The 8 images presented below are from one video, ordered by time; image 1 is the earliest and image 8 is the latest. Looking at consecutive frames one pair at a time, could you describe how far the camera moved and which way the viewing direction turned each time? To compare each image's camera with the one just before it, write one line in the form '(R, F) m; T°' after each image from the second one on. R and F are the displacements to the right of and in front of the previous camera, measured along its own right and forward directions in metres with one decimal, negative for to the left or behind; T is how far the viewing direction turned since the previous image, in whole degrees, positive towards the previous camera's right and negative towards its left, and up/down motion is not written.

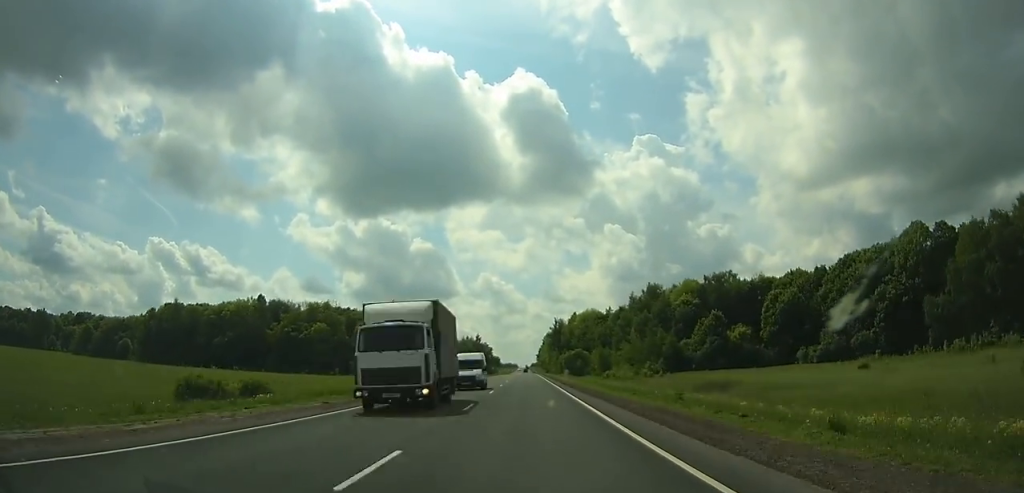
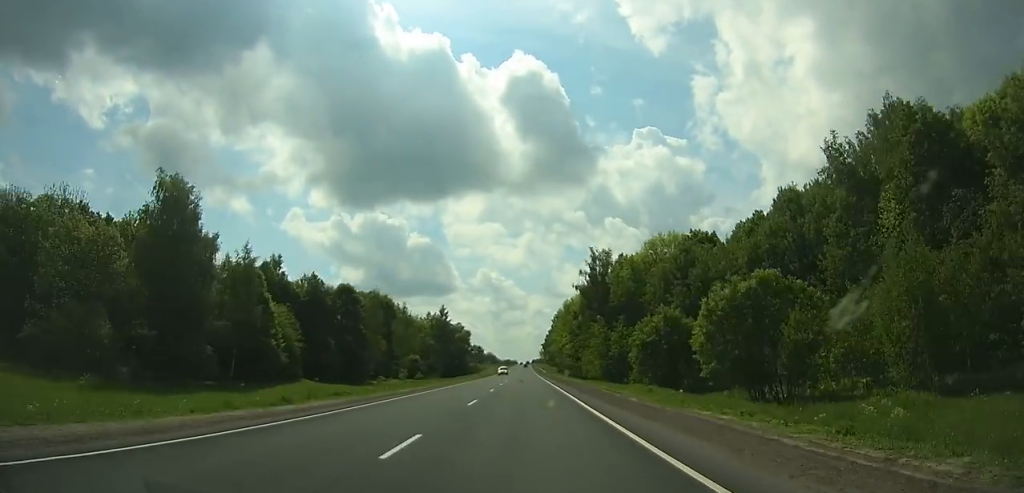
(+0.1, +107.9) m; 0°
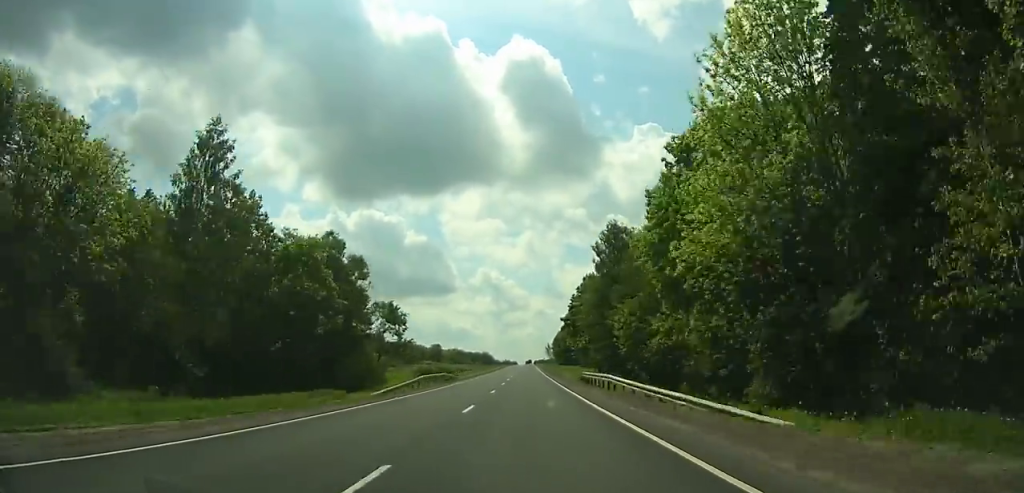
(-0.3, +112.4) m; 0°
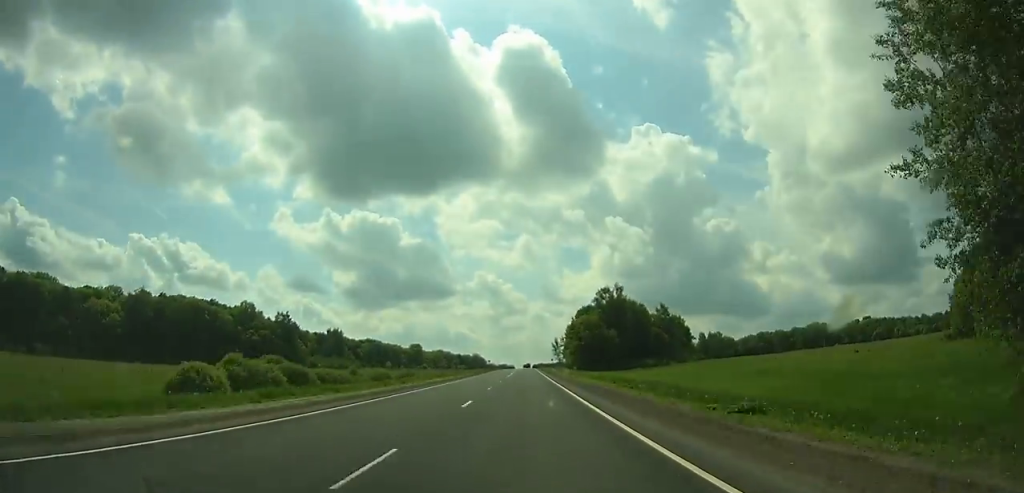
(+0.3, +100.9) m; 0°
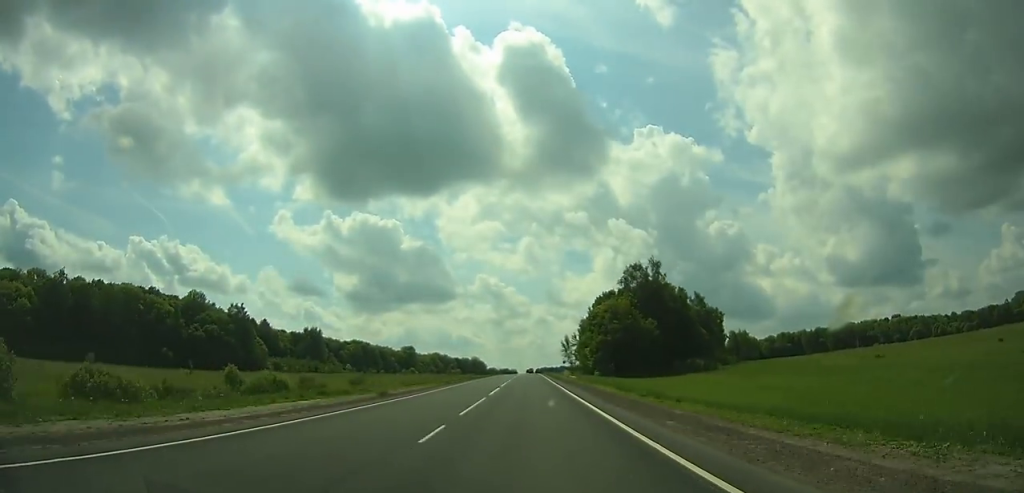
(-0.1, +43.3) m; 0°
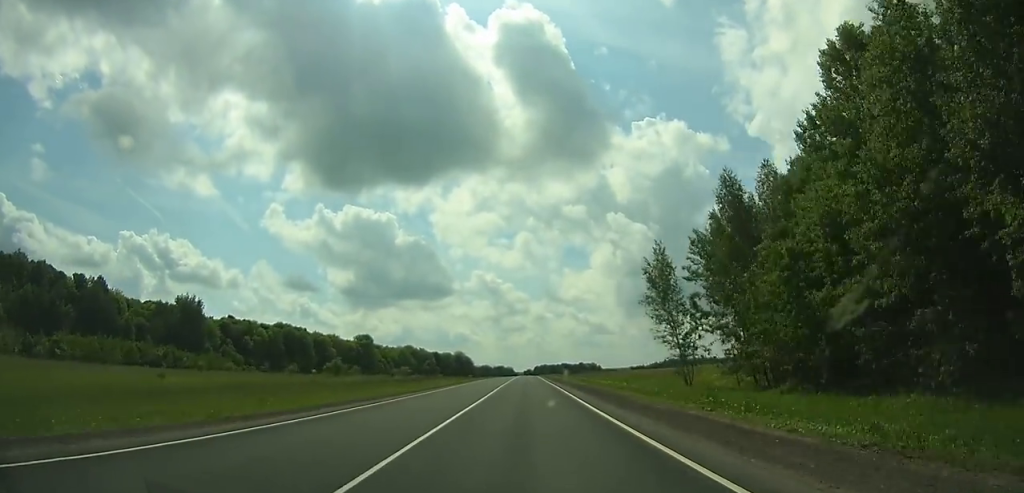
(-0.4, +124.9) m; 0°
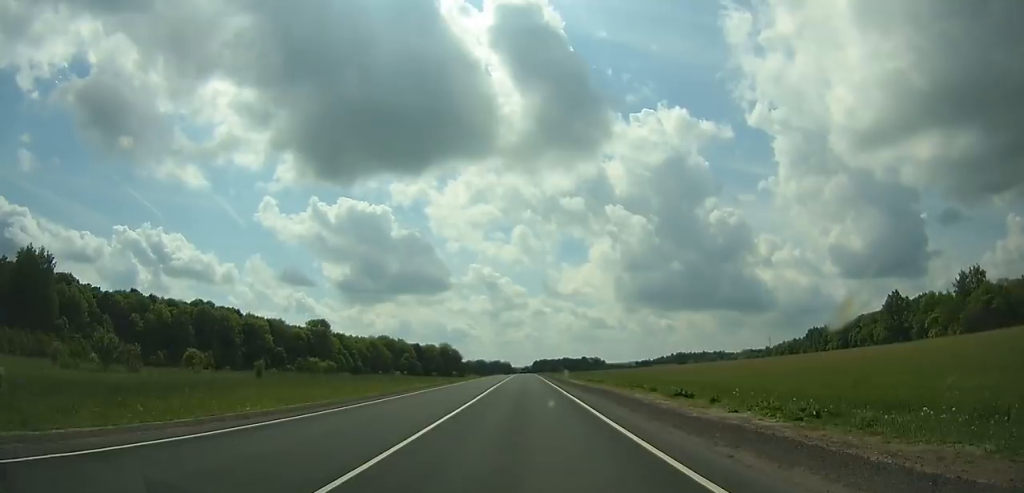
(+0.2, +75.5) m; 0°
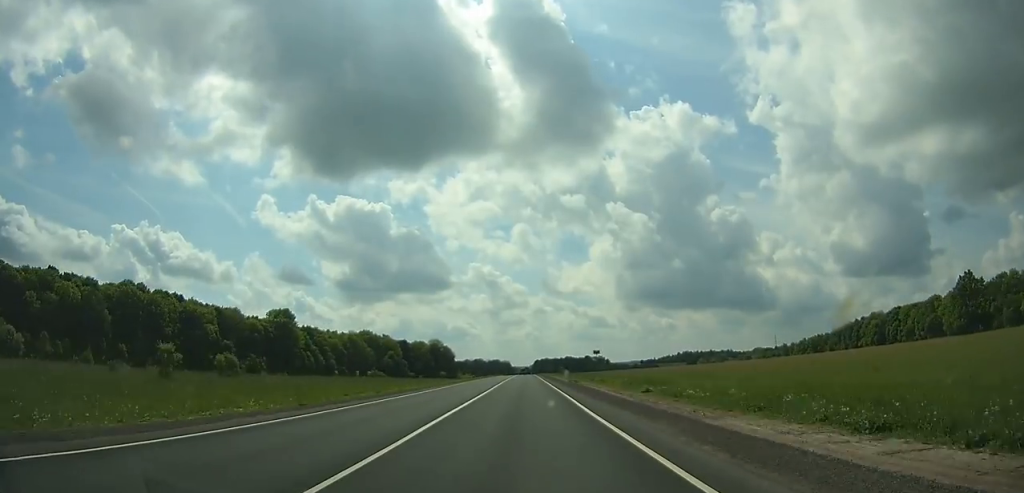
(0.0, +43.4) m; 0°
